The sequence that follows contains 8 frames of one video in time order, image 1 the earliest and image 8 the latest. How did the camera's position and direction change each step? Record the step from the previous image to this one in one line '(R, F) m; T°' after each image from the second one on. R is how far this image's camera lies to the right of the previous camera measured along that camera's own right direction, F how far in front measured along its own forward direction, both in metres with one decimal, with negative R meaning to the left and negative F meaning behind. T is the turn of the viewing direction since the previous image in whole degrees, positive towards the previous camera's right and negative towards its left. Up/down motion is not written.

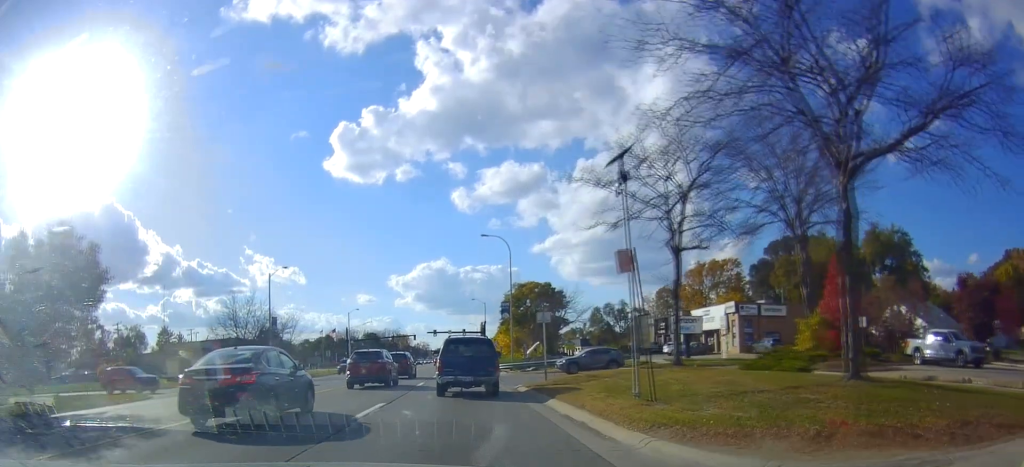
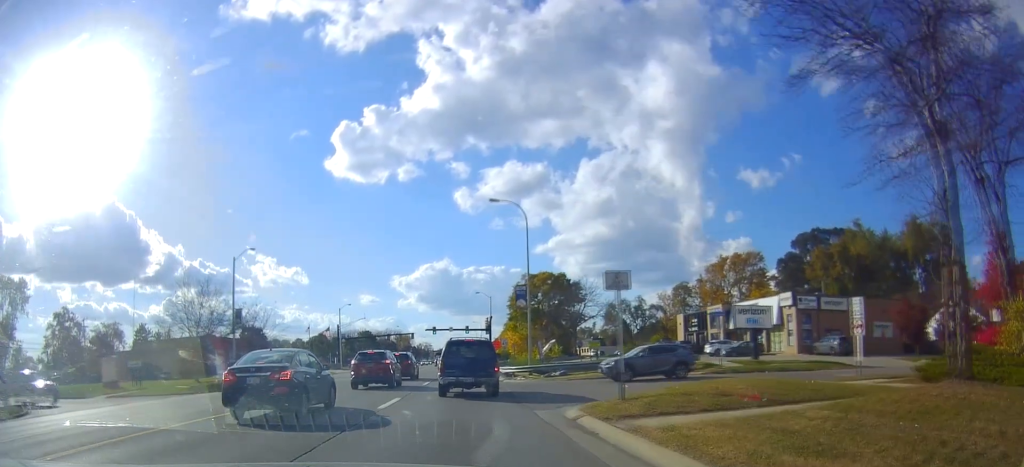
(-0.3, +11.5) m; -4°
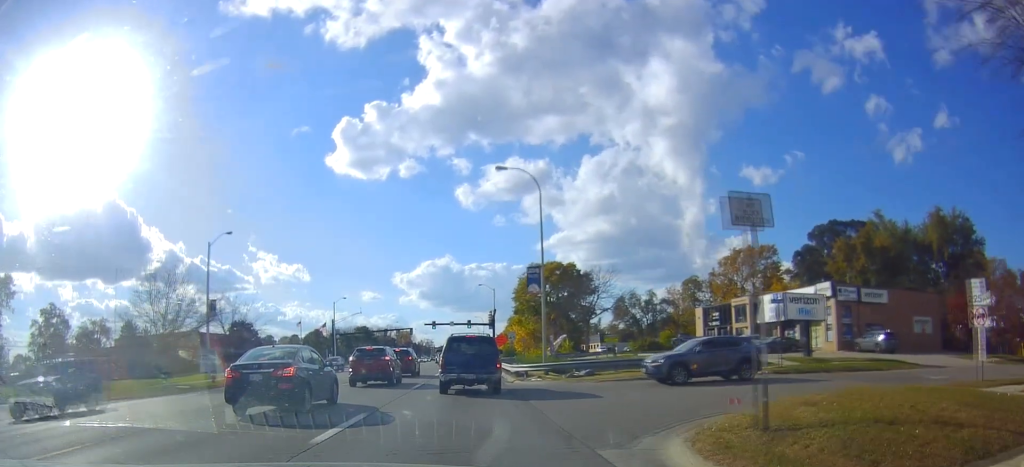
(0.0, +6.3) m; -3°
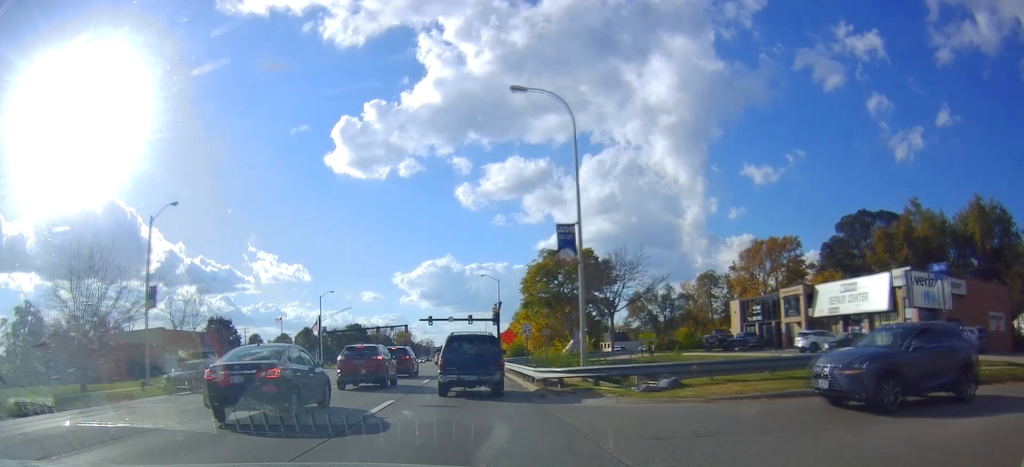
(-0.2, +11.2) m; +2°
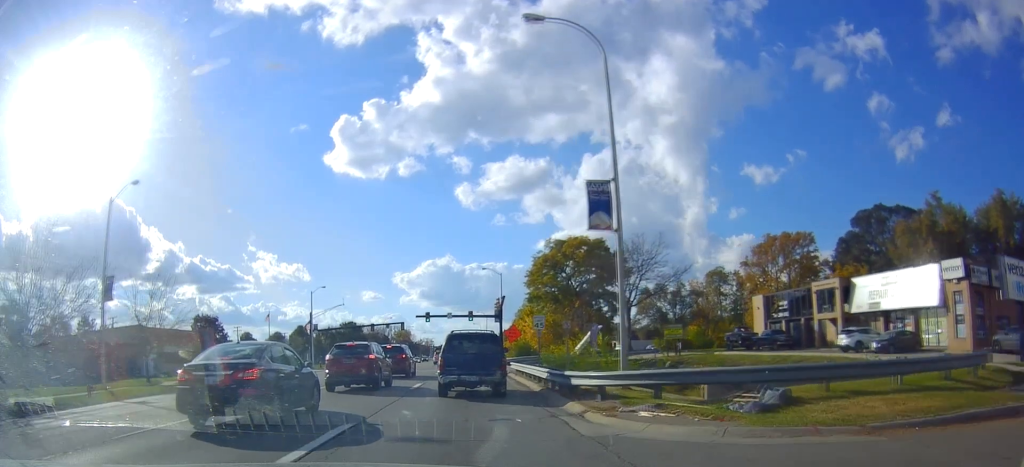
(+0.2, +6.4) m; +2°
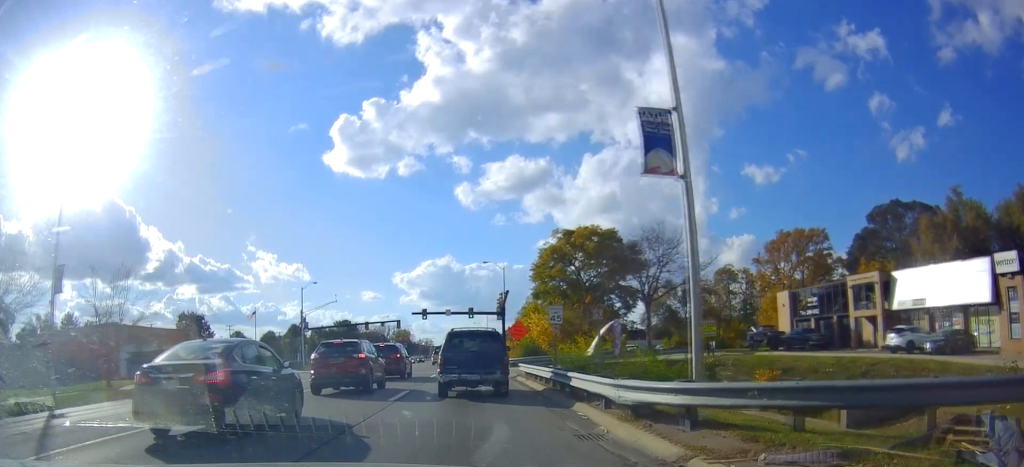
(0.0, +6.2) m; 0°
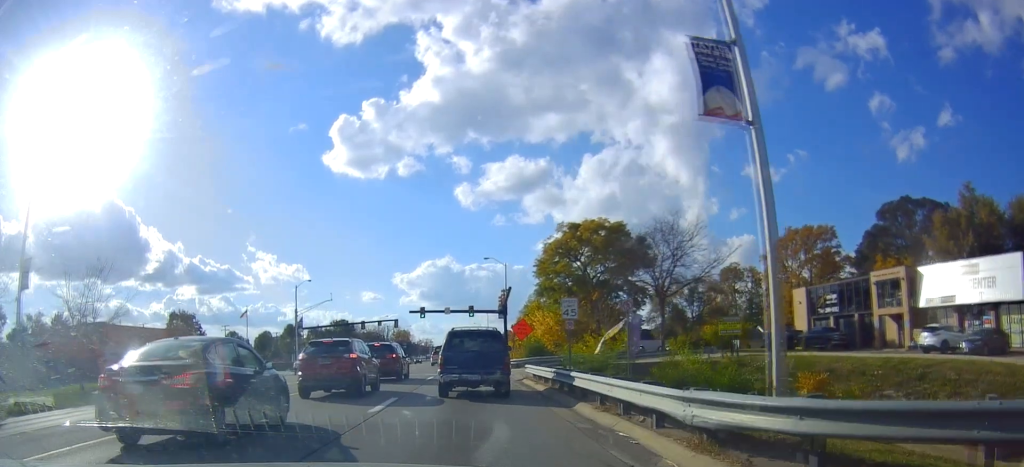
(0.0, +3.5) m; 0°
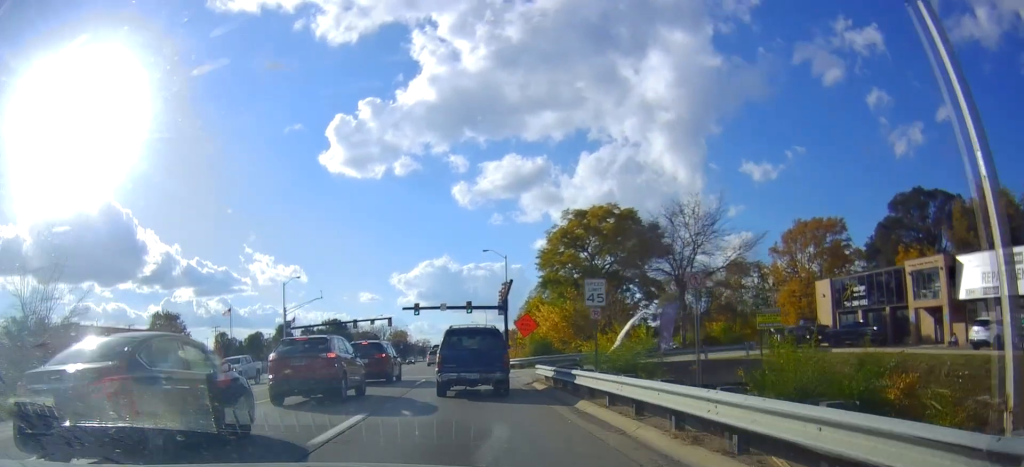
(0.0, +5.1) m; 0°
